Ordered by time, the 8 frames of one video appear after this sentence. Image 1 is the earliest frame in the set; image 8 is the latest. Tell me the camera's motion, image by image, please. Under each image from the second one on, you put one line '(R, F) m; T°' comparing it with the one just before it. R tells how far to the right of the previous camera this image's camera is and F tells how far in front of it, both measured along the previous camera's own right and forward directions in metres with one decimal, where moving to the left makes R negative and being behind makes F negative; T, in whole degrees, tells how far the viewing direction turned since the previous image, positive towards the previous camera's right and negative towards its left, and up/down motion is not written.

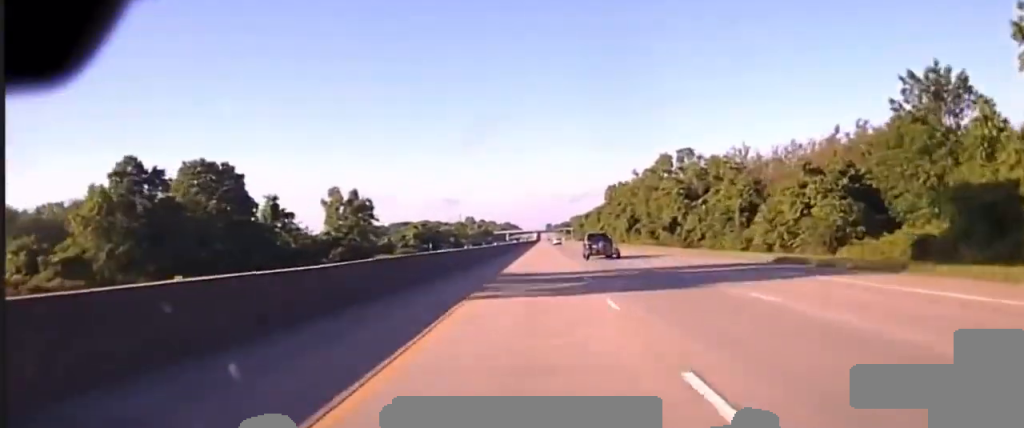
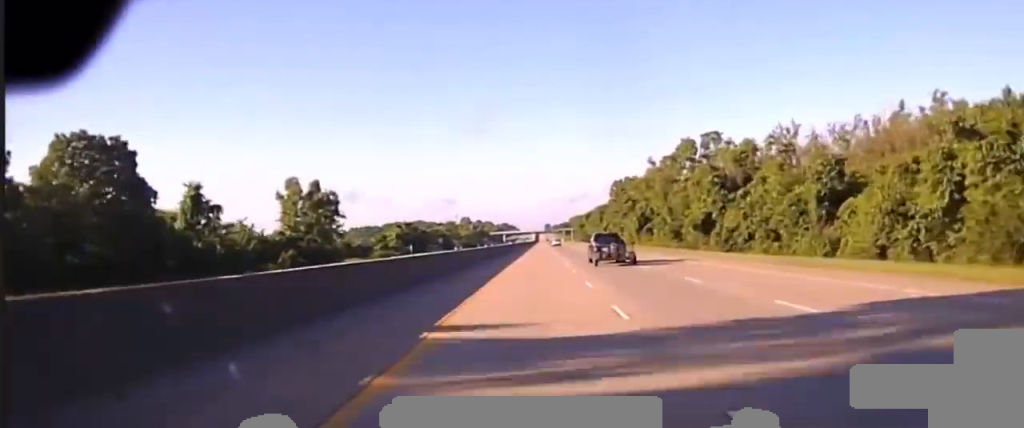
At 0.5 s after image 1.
(0.0, +27.2) m; 0°
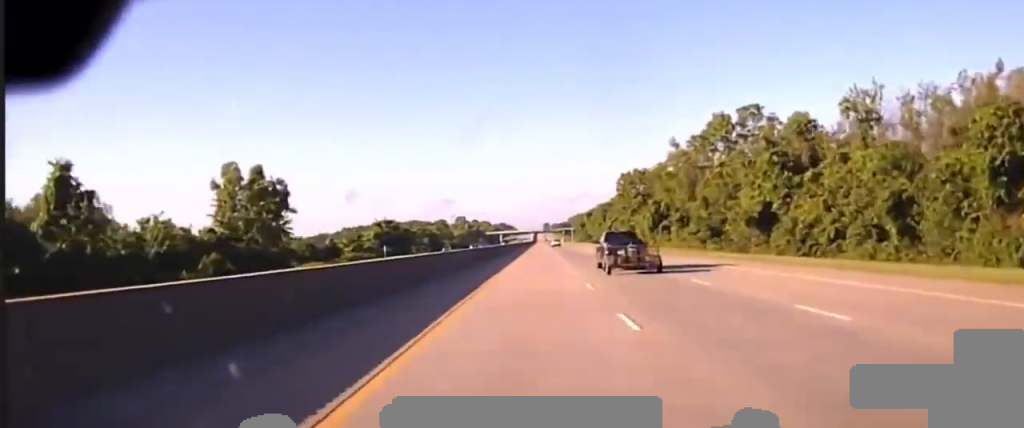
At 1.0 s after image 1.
(0.0, +25.5) m; 0°
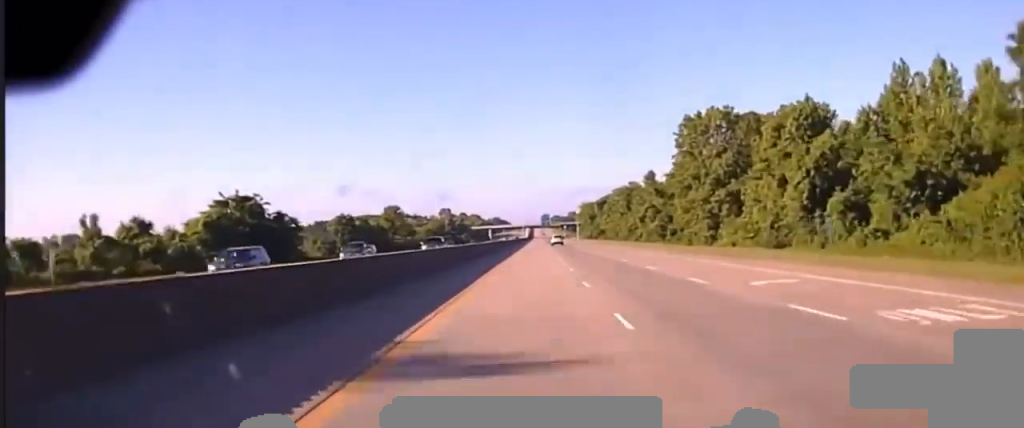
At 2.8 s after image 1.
(0.0, +87.7) m; 0°
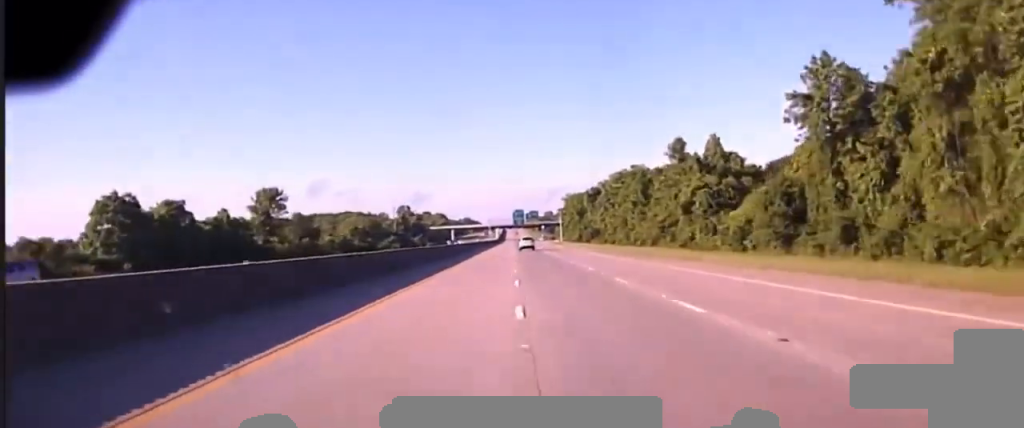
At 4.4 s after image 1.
(+0.7, +81.9) m; +1°
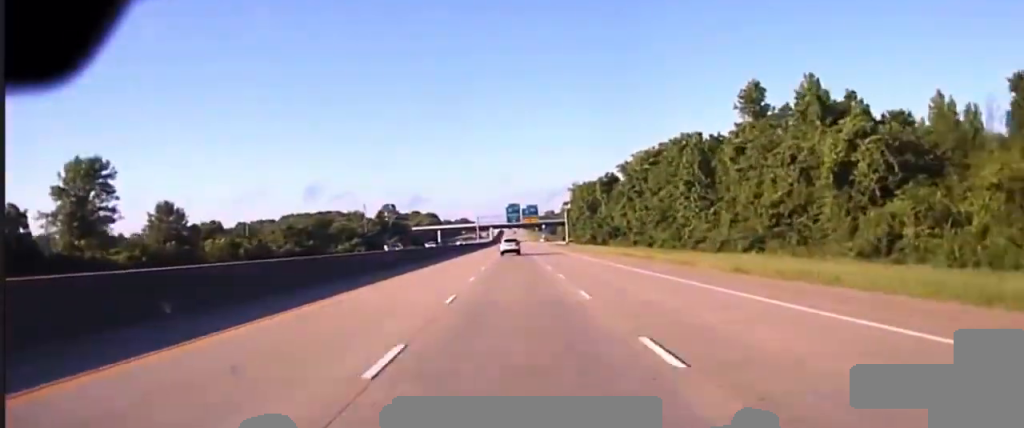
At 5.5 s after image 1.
(+0.4, +59.5) m; 0°
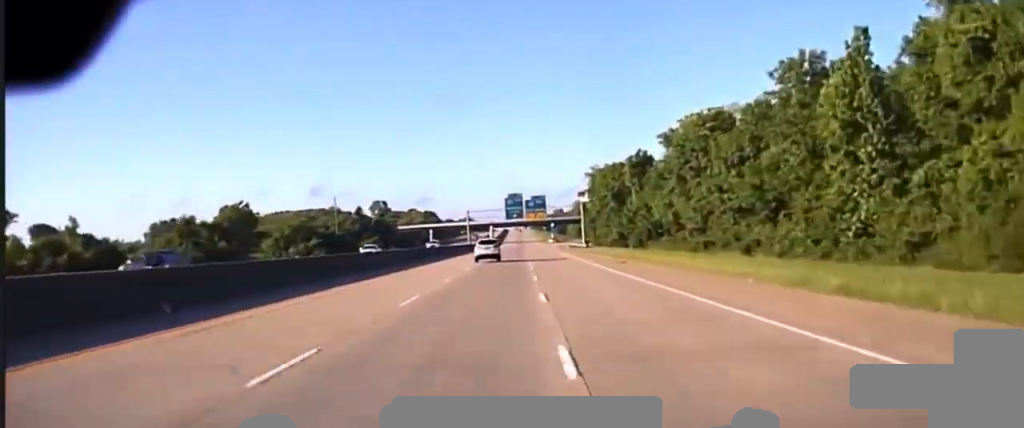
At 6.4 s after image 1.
(-0.1, +56.4) m; 0°
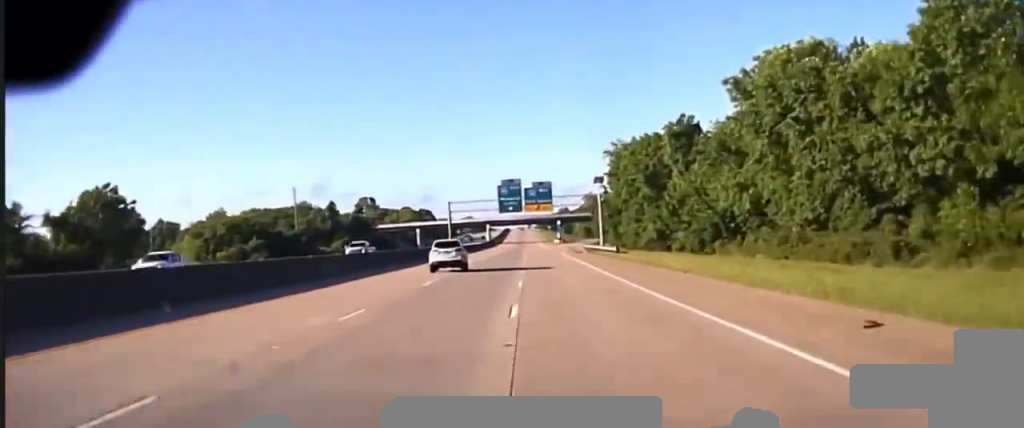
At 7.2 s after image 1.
(-0.1, +45.2) m; 0°
